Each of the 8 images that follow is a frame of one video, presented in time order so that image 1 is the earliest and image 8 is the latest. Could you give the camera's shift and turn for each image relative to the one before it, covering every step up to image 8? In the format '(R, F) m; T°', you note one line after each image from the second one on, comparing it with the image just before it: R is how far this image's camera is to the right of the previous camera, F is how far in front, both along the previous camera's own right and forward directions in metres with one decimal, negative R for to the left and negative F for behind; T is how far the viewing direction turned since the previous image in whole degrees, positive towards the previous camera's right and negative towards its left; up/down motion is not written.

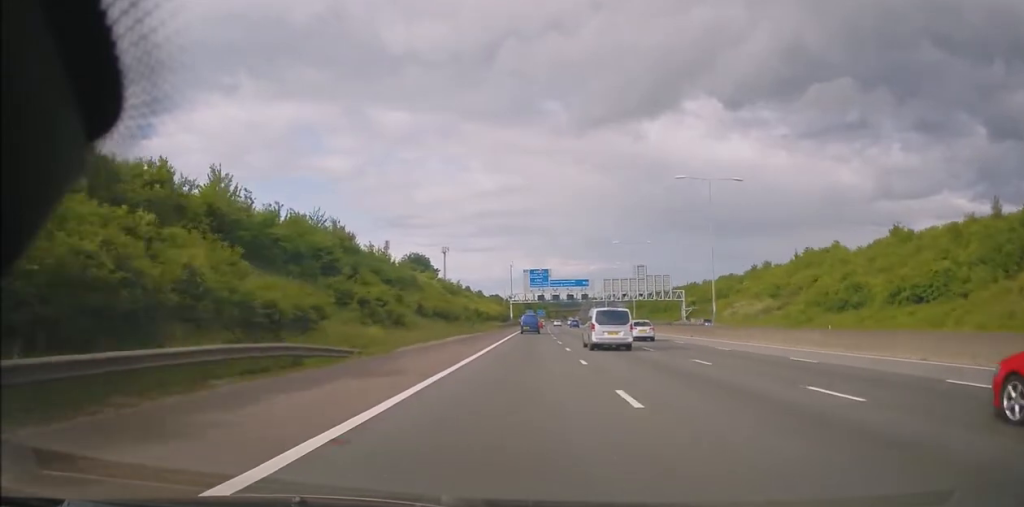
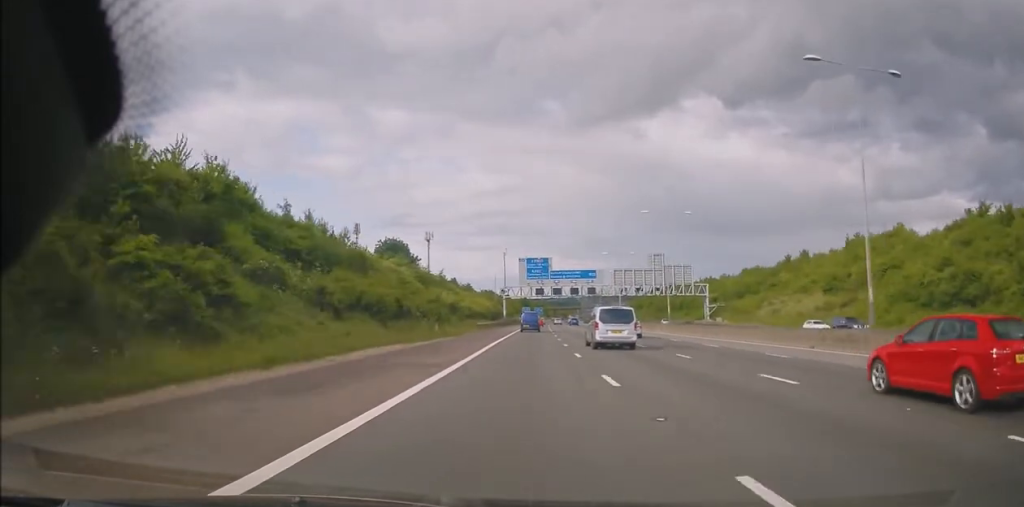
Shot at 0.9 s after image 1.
(+0.1, +24.6) m; 0°
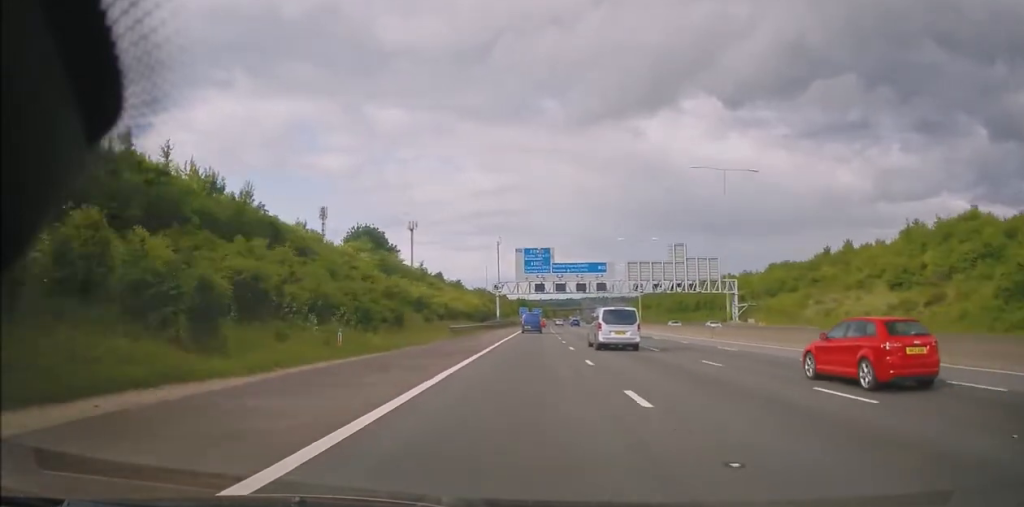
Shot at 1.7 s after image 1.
(+0.1, +20.6) m; -1°
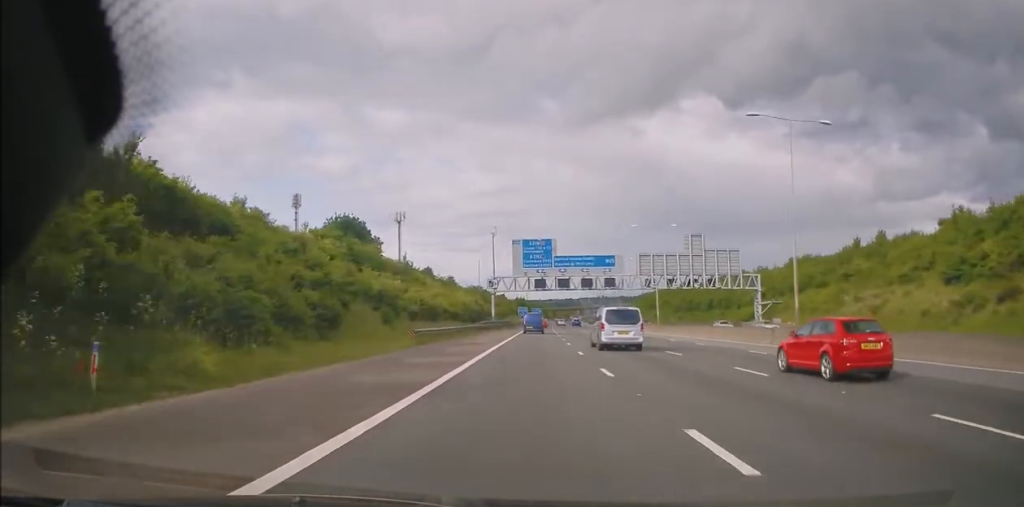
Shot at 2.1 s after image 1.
(-0.1, +12.6) m; 0°
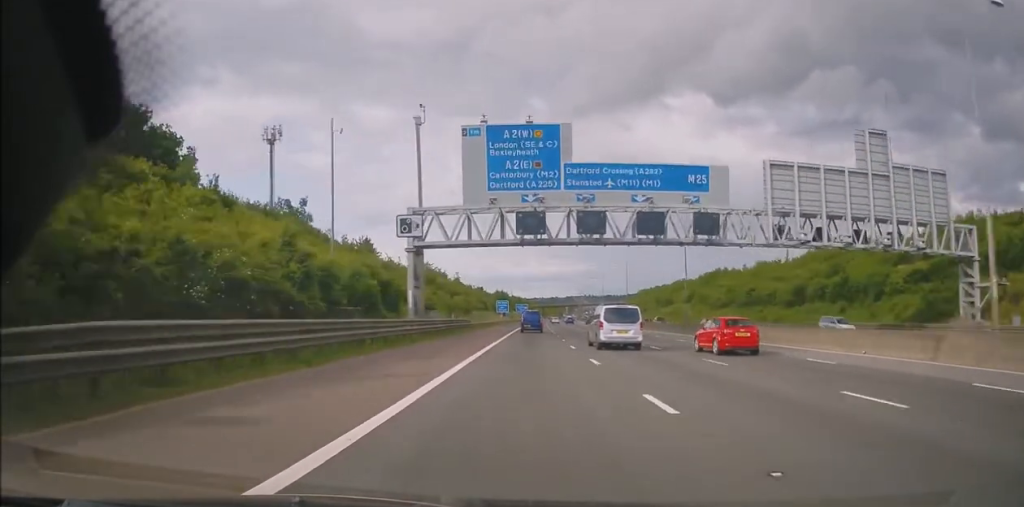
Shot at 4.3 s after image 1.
(+0.8, +59.3) m; +1°
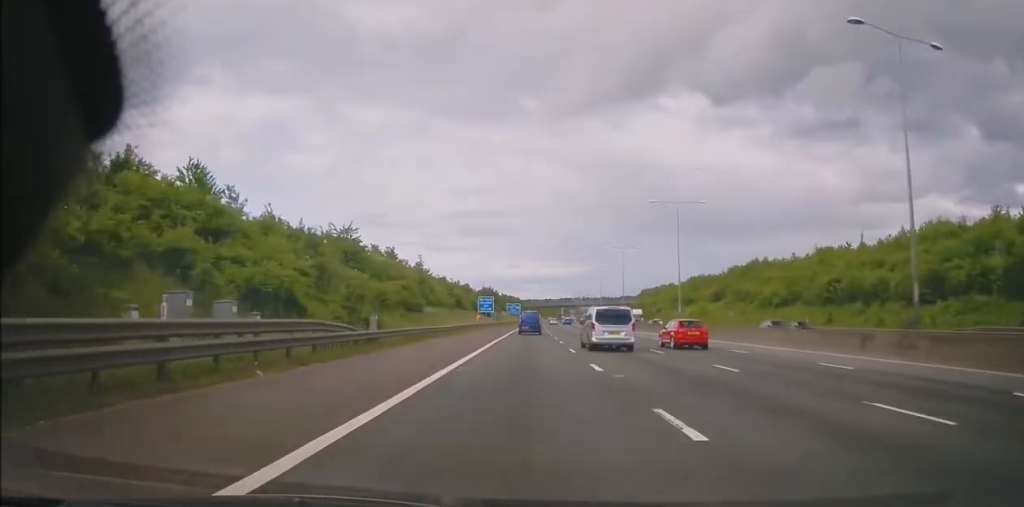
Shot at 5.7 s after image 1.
(0.0, +37.9) m; +1°
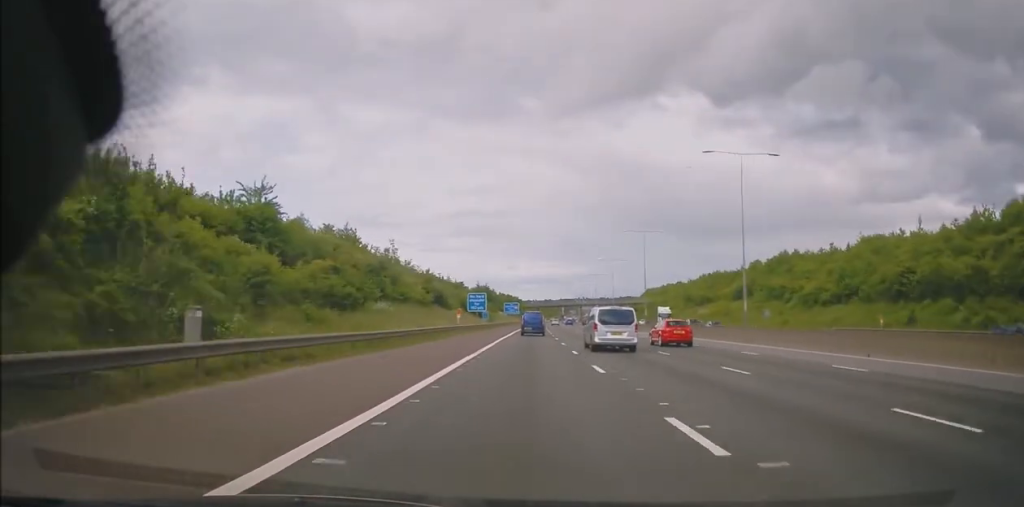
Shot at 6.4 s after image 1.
(+0.2, +18.8) m; +1°
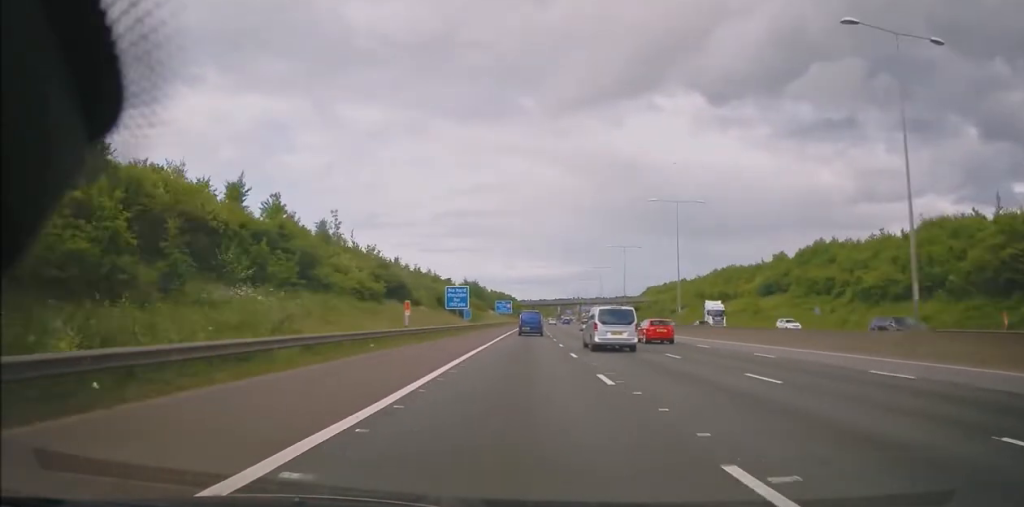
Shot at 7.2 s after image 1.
(+0.1, +20.5) m; 0°
